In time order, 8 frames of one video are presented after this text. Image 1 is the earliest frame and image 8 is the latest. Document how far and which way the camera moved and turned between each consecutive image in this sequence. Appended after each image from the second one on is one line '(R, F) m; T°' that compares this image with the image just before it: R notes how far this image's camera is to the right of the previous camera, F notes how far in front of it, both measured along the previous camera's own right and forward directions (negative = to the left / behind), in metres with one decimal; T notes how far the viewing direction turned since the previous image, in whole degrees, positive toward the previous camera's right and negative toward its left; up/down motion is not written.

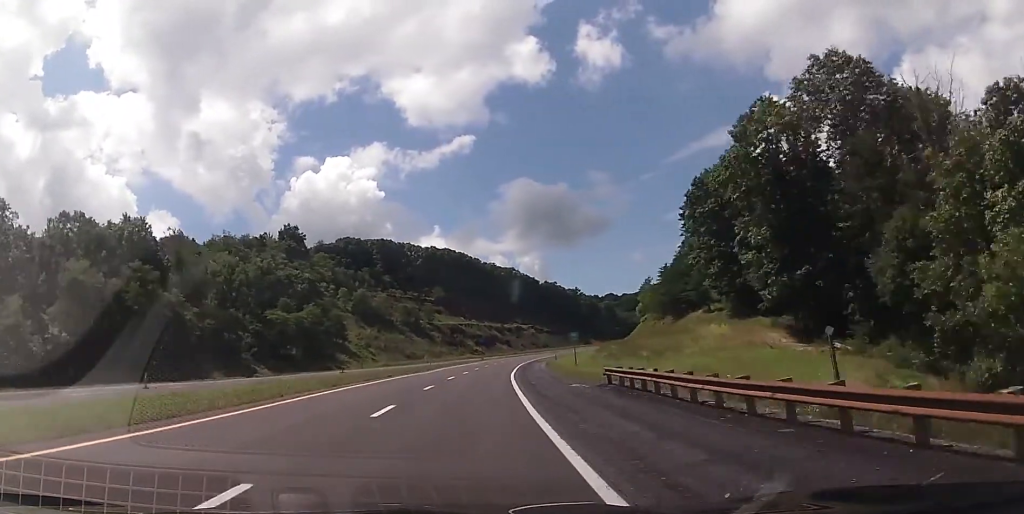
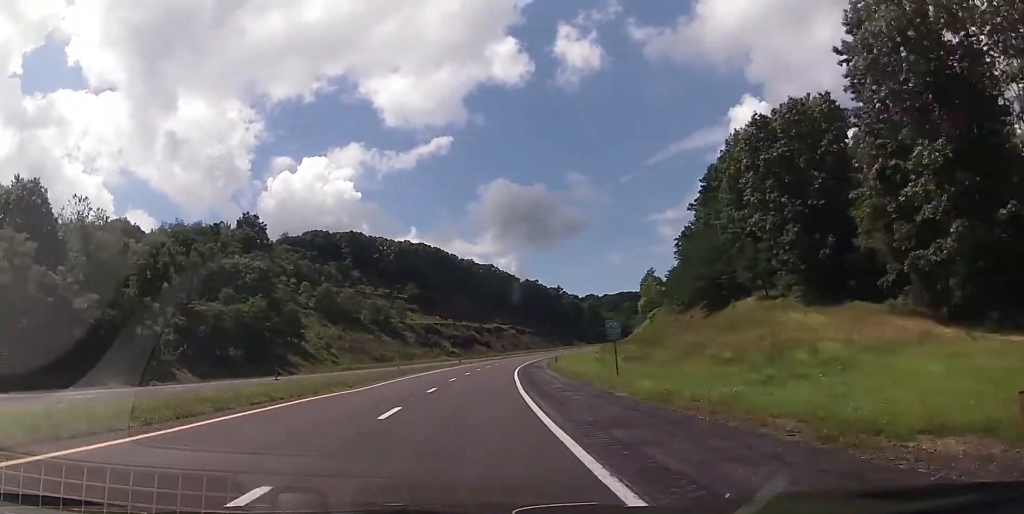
(+0.4, +24.3) m; +2°
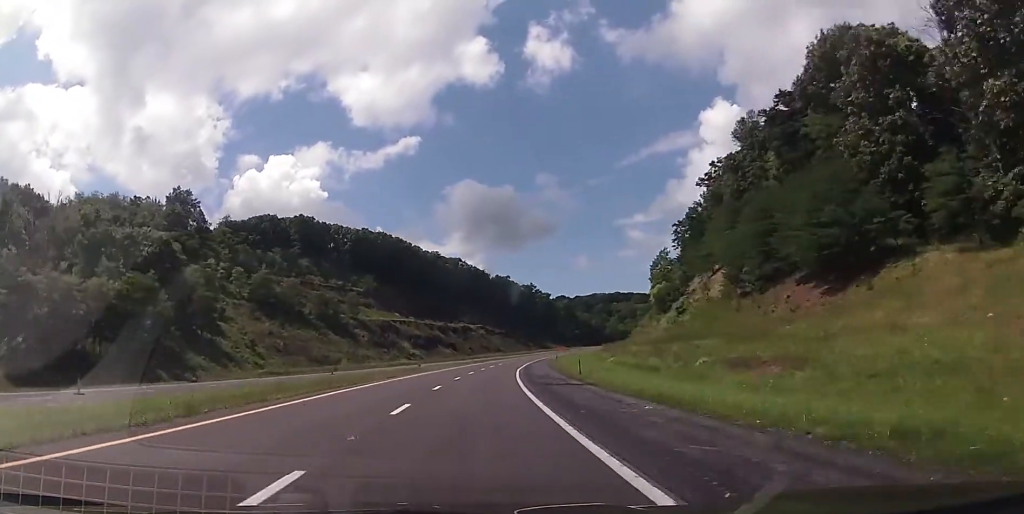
(+1.0, +34.7) m; +3°
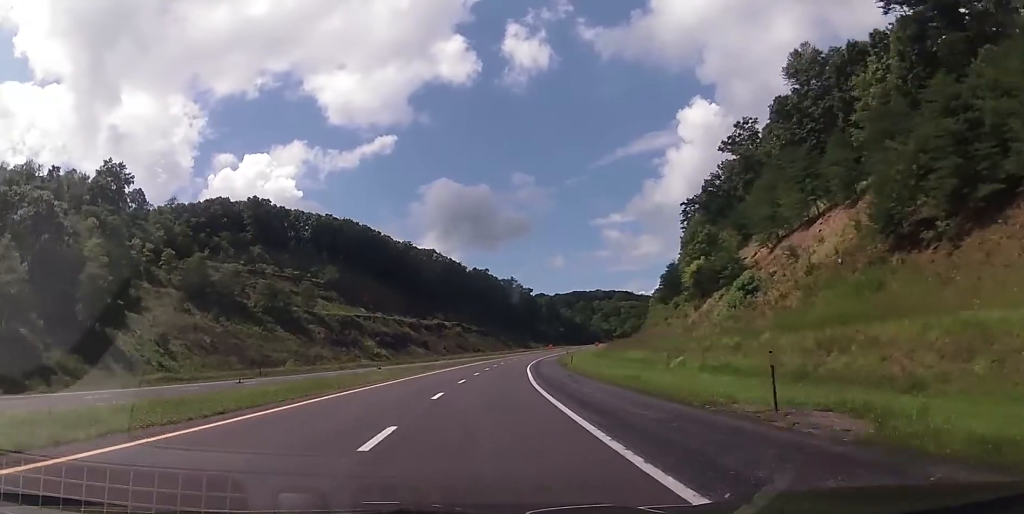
(+0.5, +29.9) m; +2°
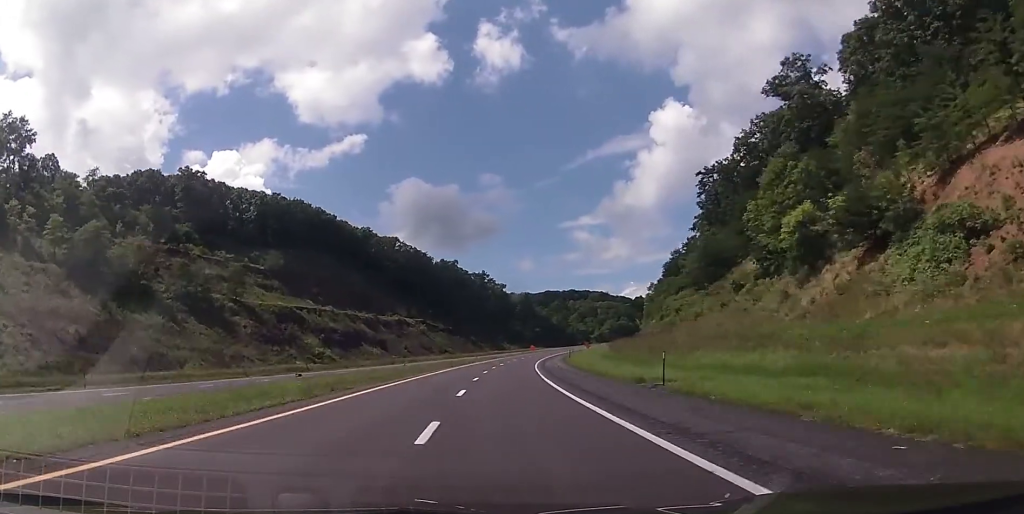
(+0.8, +34.8) m; +3°
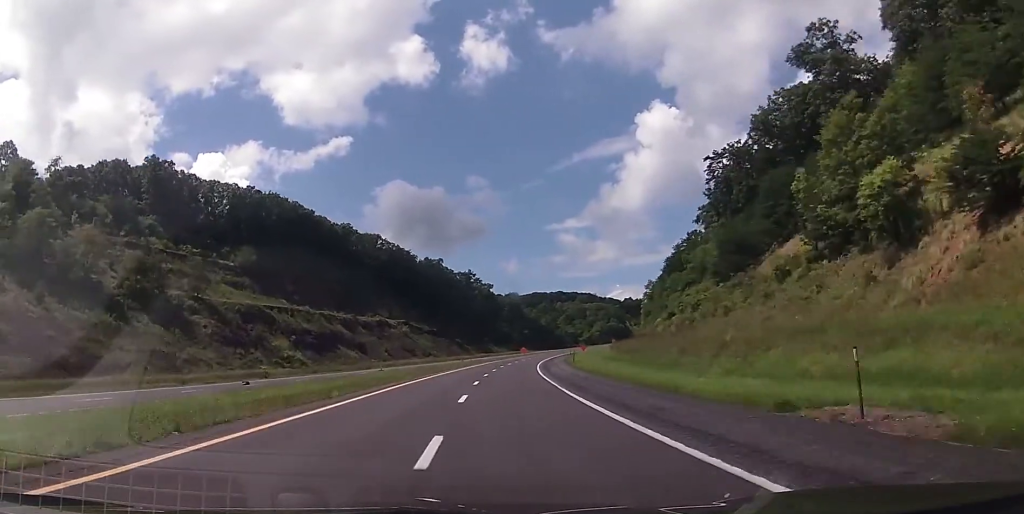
(+0.1, +13.9) m; +1°
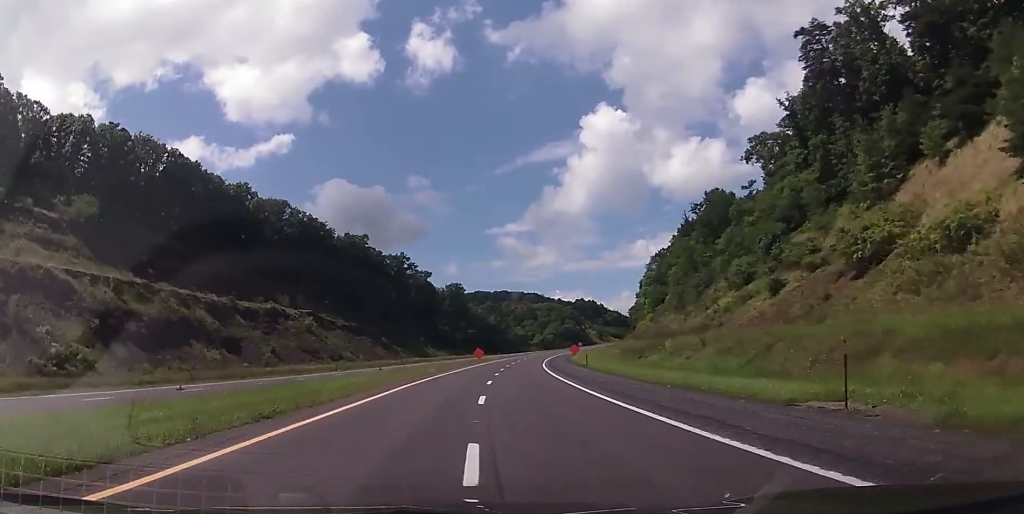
(+3.2, +59.8) m; +6°
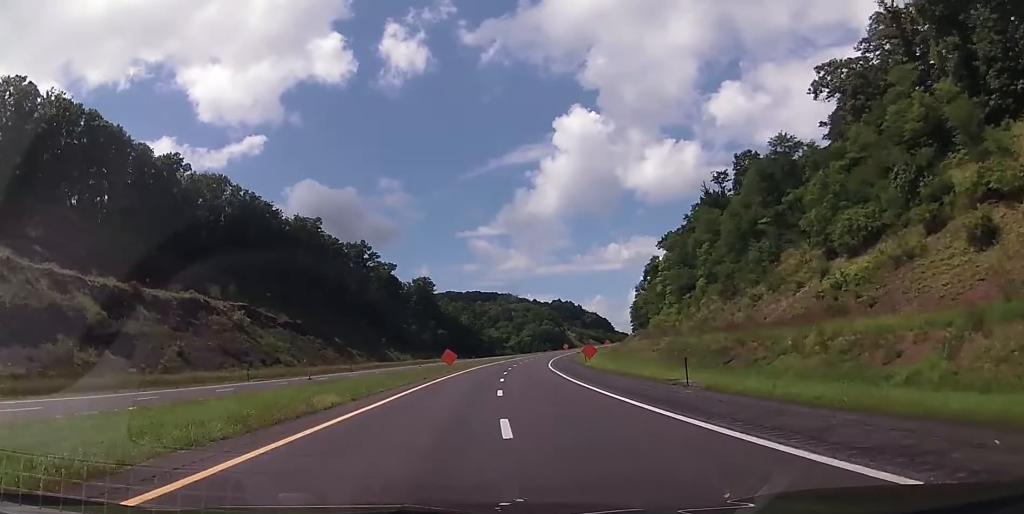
(+0.7, +31.4) m; +2°
